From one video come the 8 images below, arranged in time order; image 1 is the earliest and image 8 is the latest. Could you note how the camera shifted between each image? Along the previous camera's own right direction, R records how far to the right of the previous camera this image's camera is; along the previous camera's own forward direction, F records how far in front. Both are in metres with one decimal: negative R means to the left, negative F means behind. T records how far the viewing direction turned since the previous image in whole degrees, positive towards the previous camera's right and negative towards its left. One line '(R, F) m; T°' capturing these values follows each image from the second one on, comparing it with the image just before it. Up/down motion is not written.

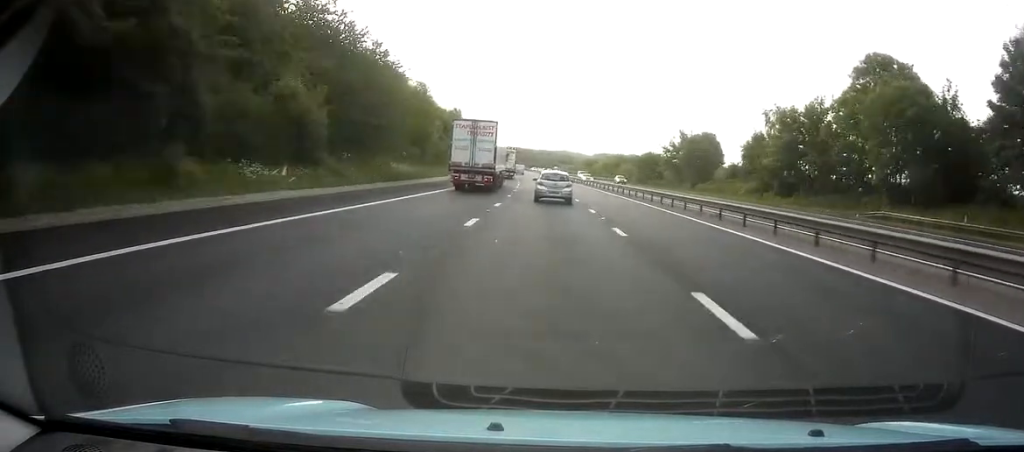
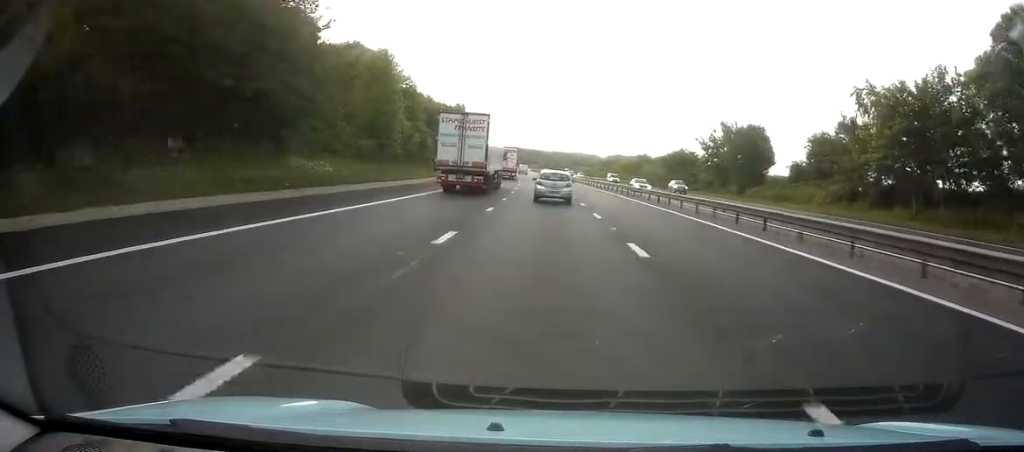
(-0.2, +21.4) m; -1°
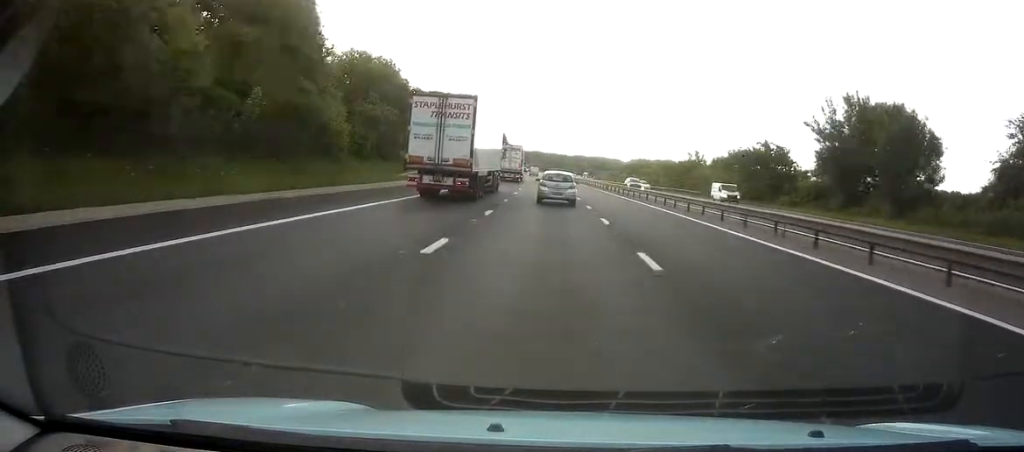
(-0.5, +36.0) m; -2°
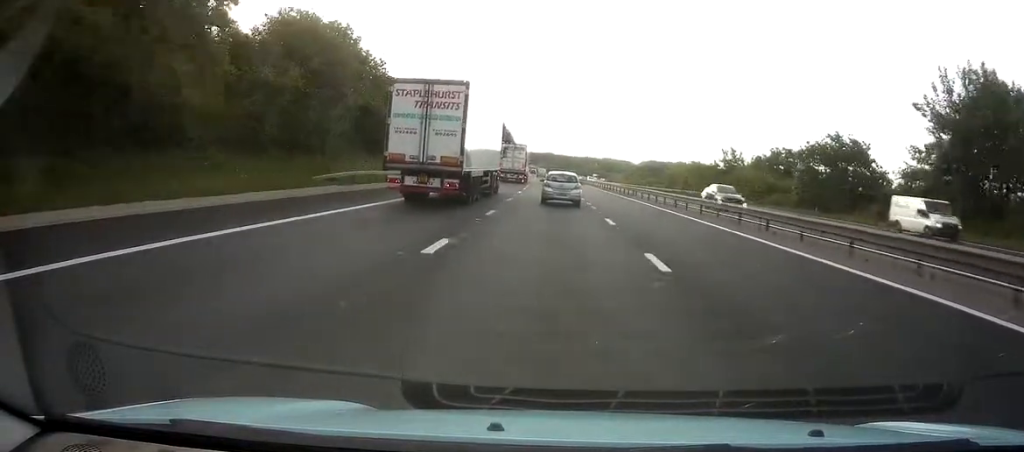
(-0.2, +18.0) m; -1°
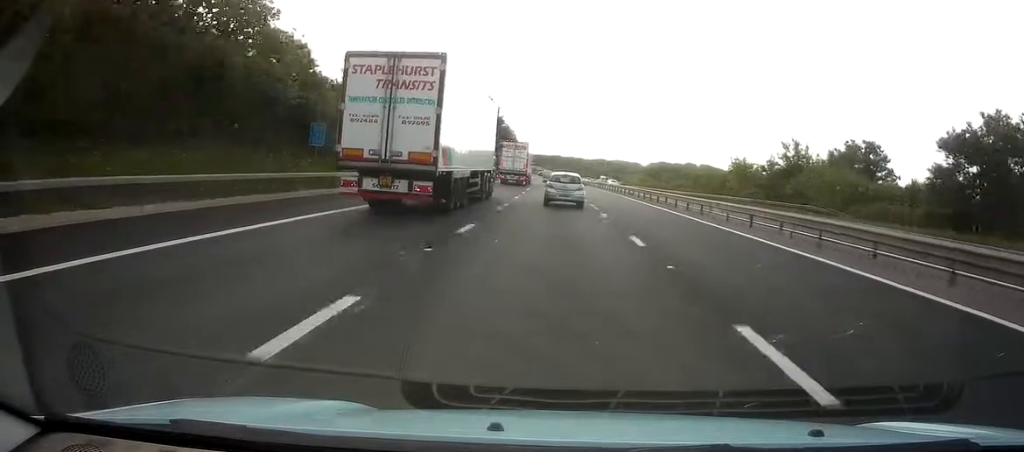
(-0.2, +23.5) m; -1°
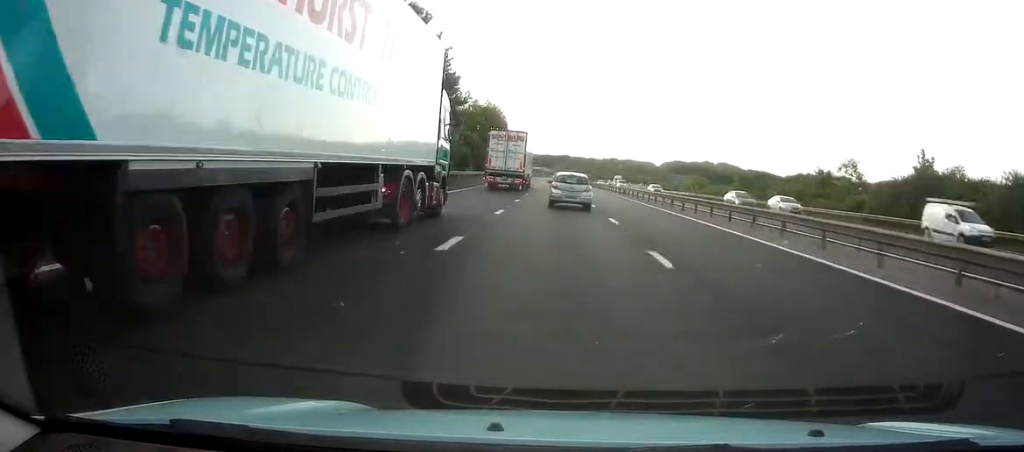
(-0.8, +64.4) m; -2°
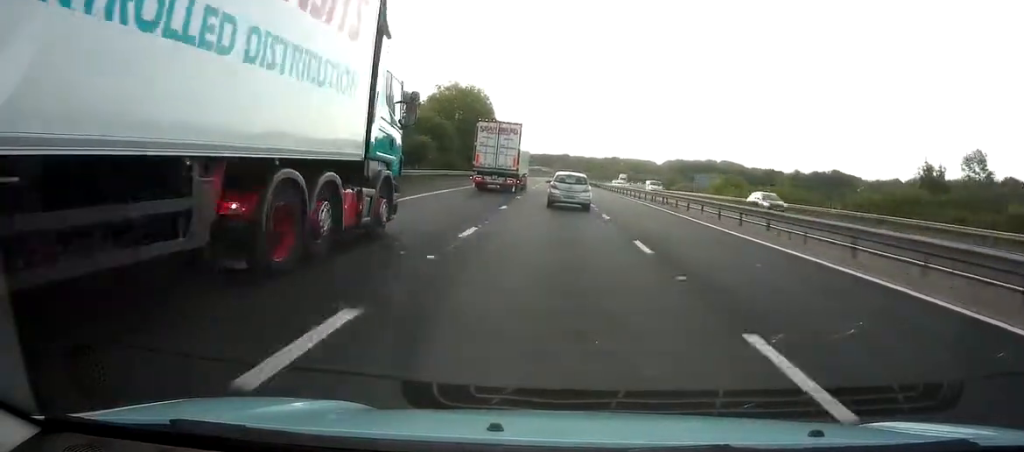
(-0.2, +24.2) m; -1°
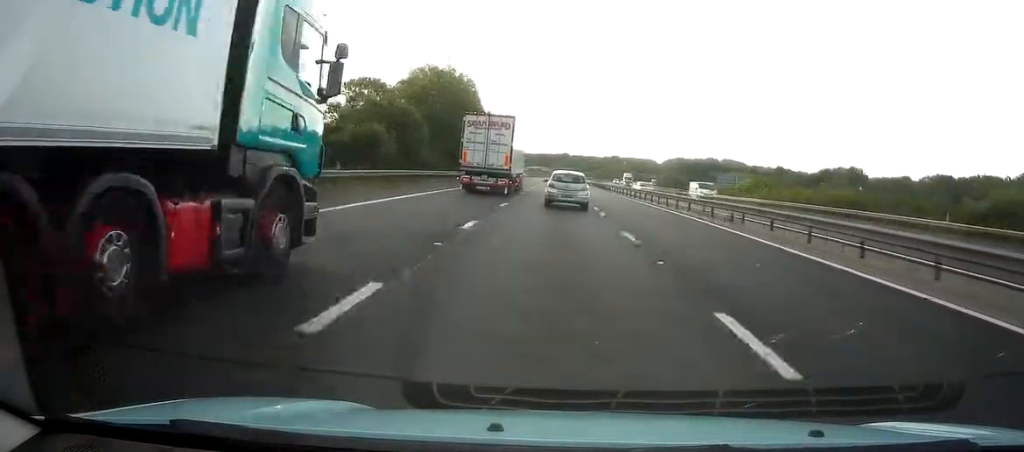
(0.0, +16.5) m; 0°
